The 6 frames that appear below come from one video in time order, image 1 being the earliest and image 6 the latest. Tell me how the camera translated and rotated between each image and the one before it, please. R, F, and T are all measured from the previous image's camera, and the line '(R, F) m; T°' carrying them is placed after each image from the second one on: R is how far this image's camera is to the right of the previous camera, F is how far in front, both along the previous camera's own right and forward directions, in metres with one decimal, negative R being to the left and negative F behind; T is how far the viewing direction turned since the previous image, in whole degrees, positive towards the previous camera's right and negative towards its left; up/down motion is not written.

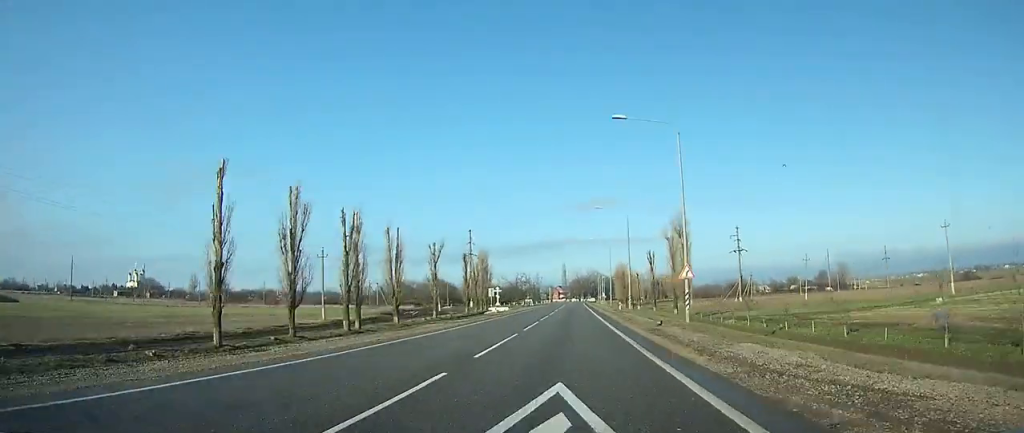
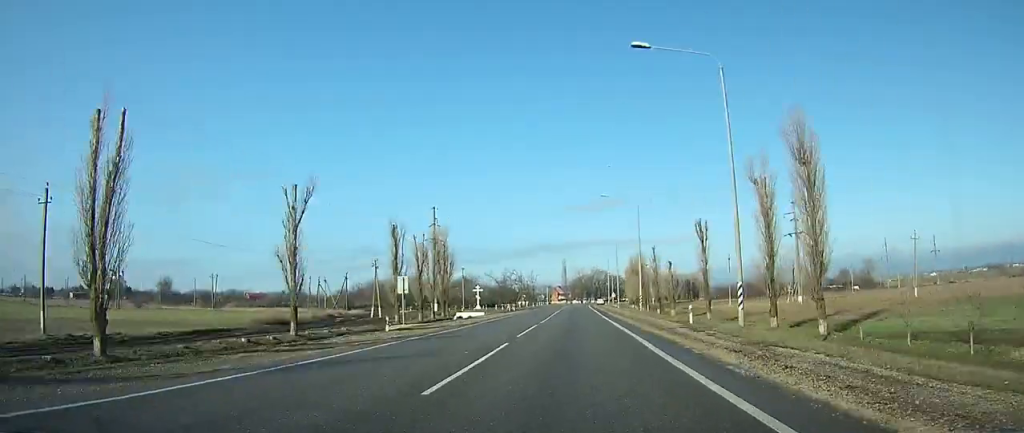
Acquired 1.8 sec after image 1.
(+0.1, +40.6) m; 0°
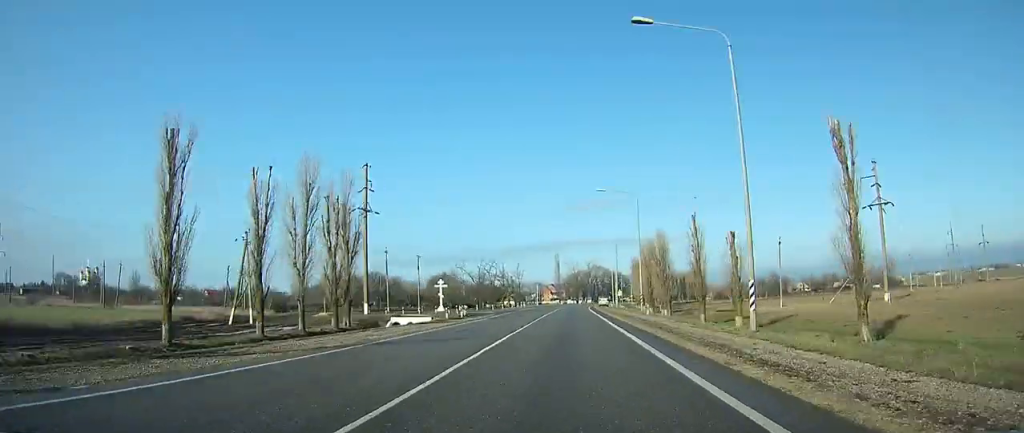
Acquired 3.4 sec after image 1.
(+0.1, +35.5) m; 0°
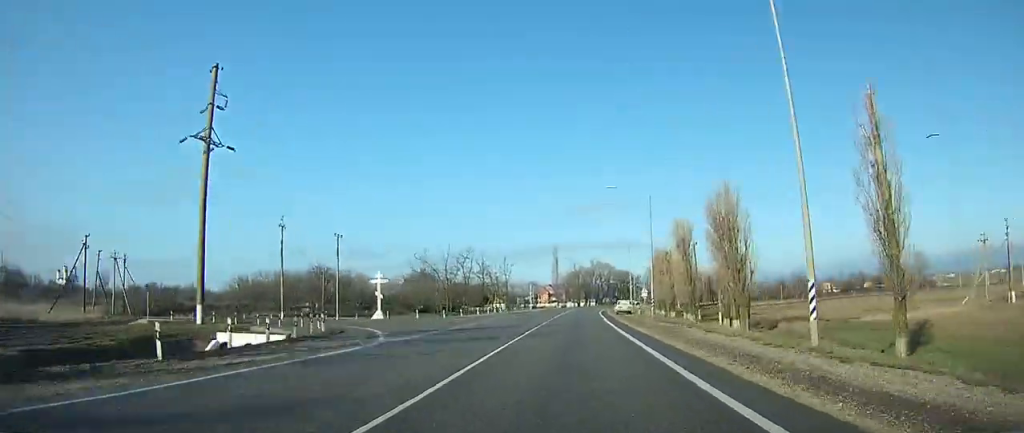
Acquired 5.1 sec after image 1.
(+0.1, +36.7) m; +1°
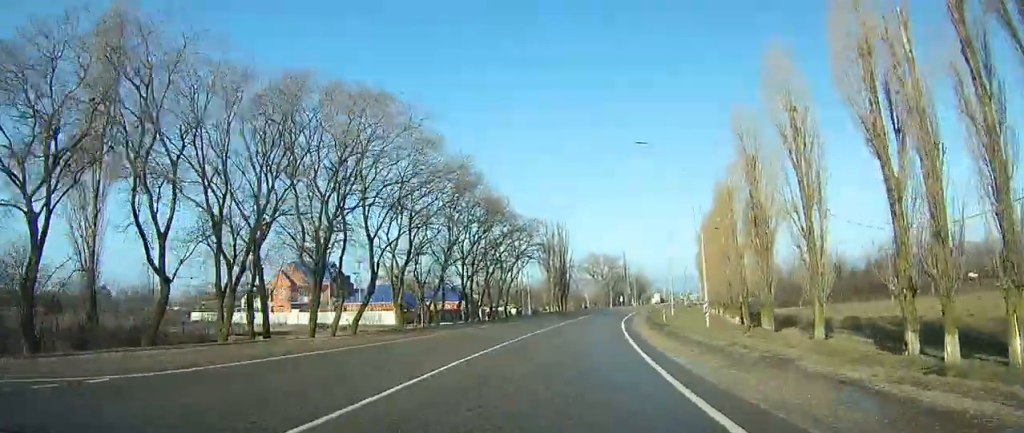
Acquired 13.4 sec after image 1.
(+20.1, +180.9) m; +16°
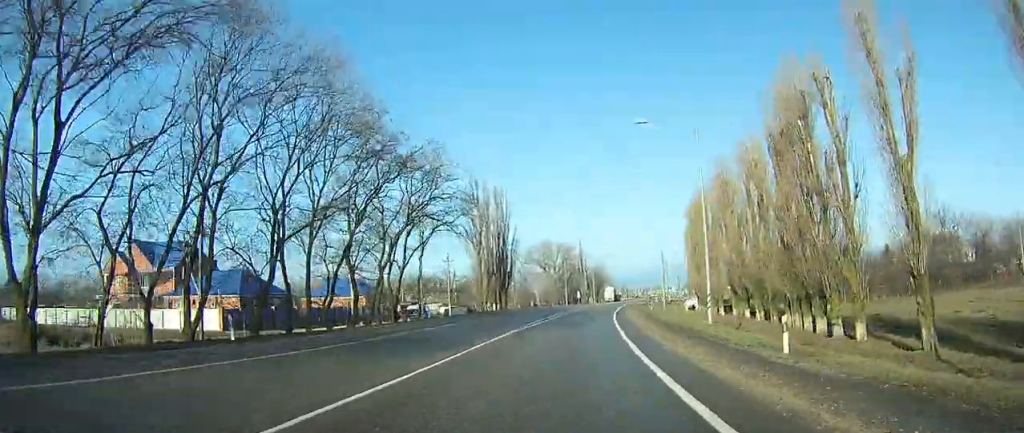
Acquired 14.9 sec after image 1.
(+0.7, +33.6) m; +1°
